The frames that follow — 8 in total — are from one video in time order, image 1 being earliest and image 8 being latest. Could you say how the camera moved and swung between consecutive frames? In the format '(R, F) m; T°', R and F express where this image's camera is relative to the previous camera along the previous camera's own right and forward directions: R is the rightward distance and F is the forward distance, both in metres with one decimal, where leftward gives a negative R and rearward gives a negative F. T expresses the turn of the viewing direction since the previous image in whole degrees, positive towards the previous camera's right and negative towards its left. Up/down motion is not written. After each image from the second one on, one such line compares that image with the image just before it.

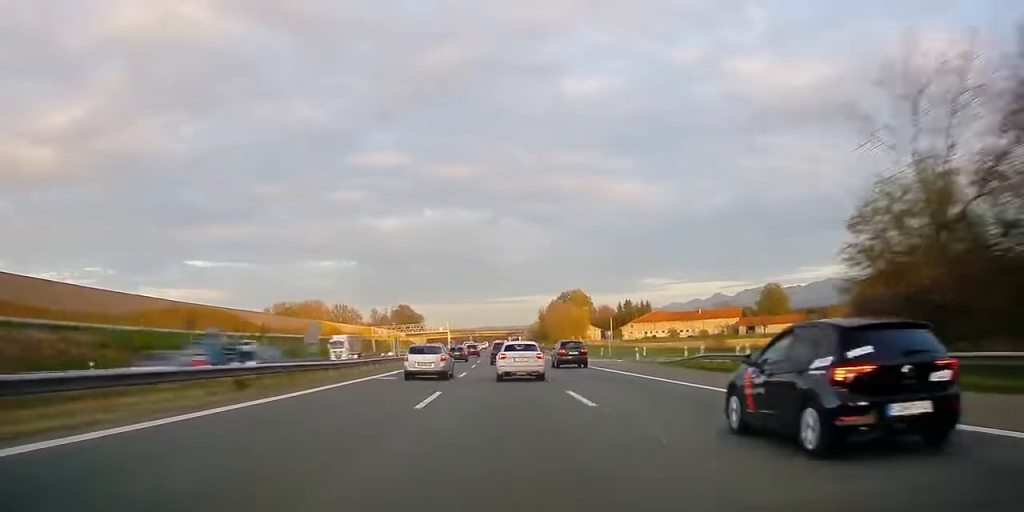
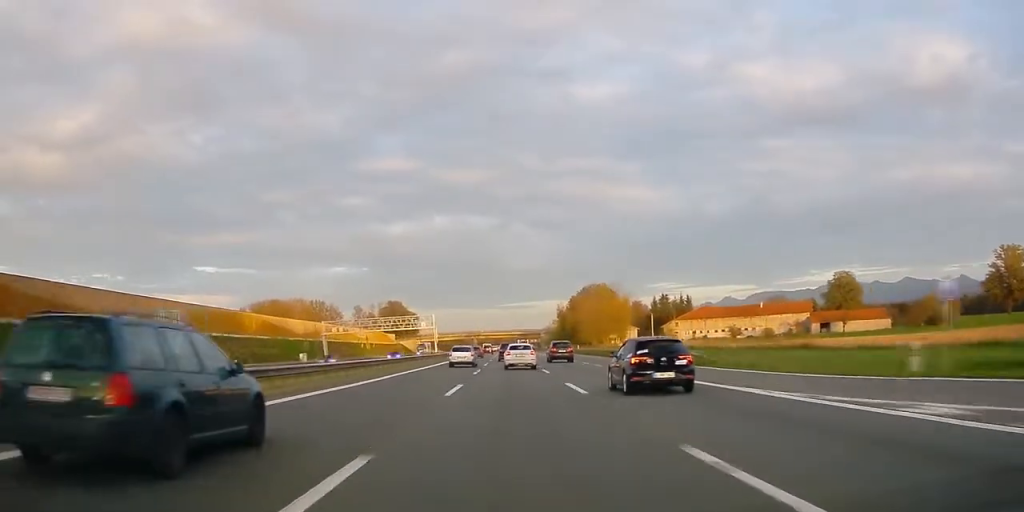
(-0.4, +75.3) m; -1°
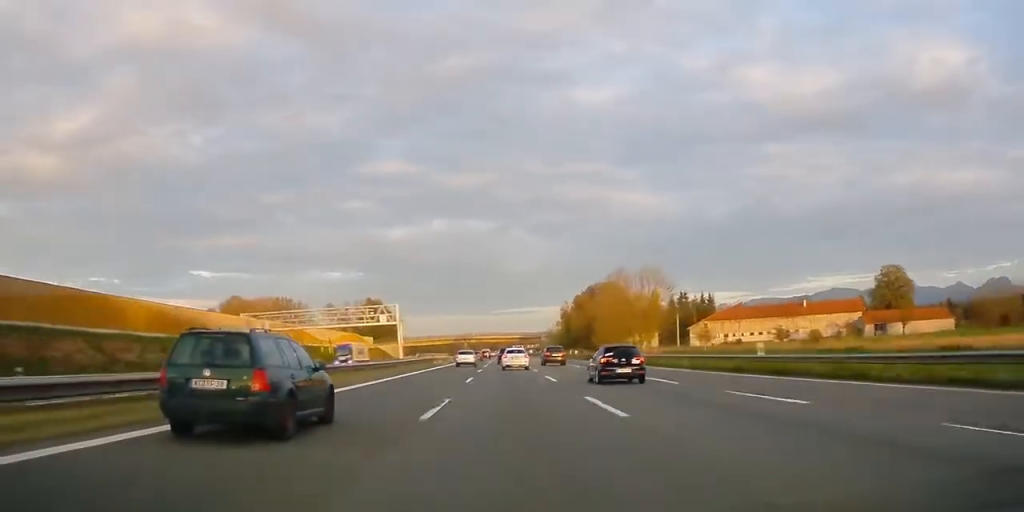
(-0.1, +47.2) m; 0°
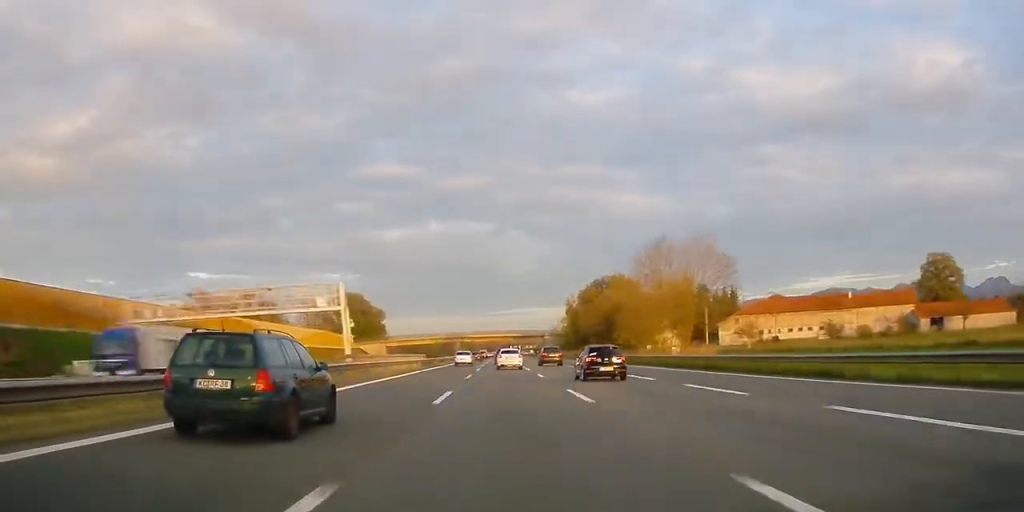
(+0.1, +33.7) m; 0°
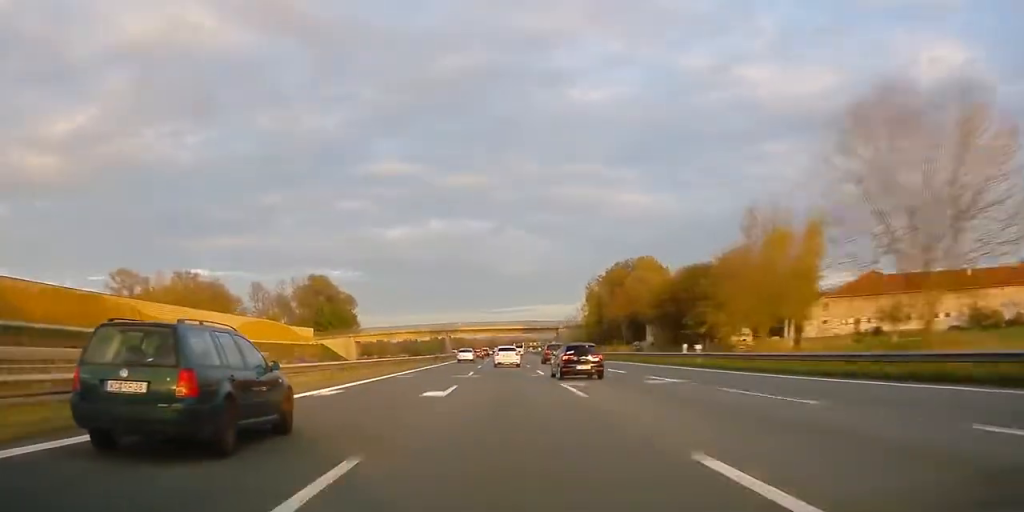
(+0.3, +51.8) m; 0°
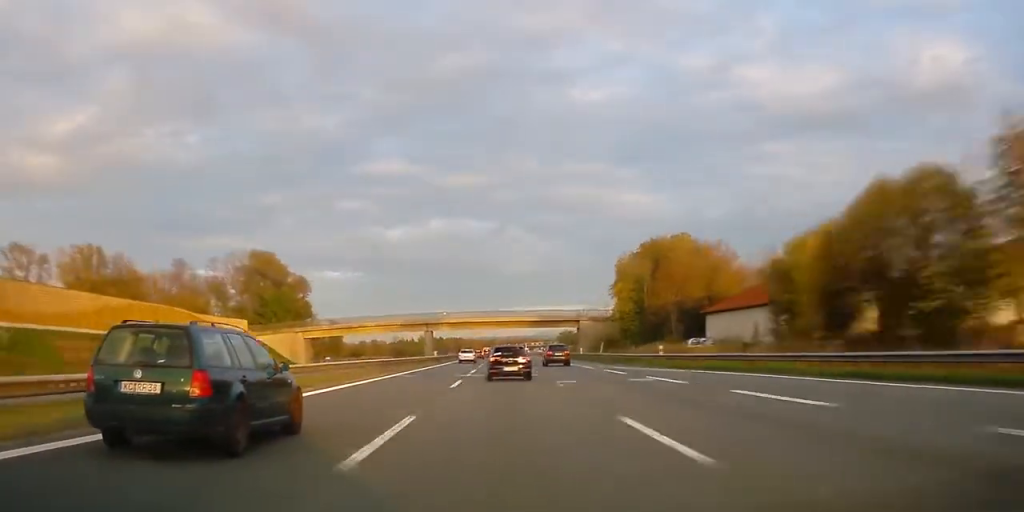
(-0.2, +47.1) m; 0°
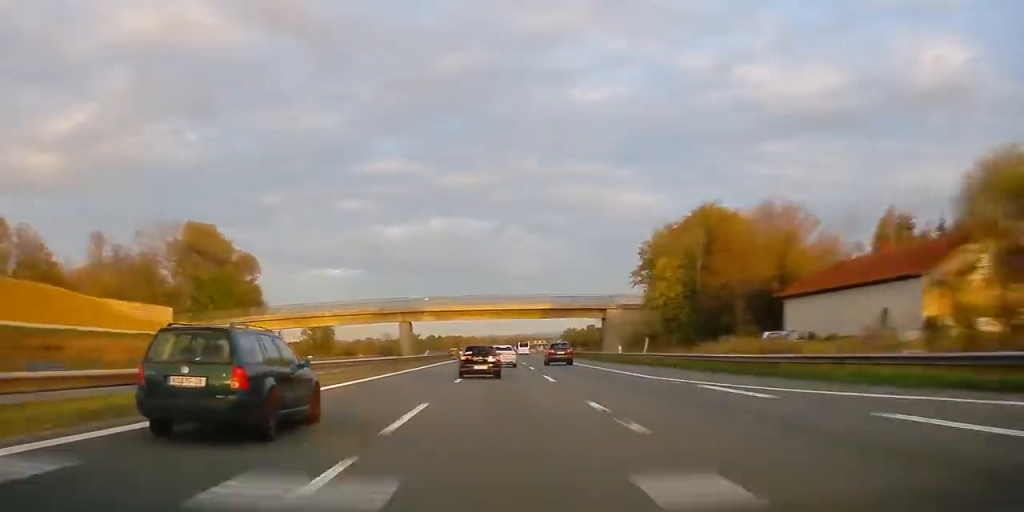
(0.0, +32.8) m; 0°
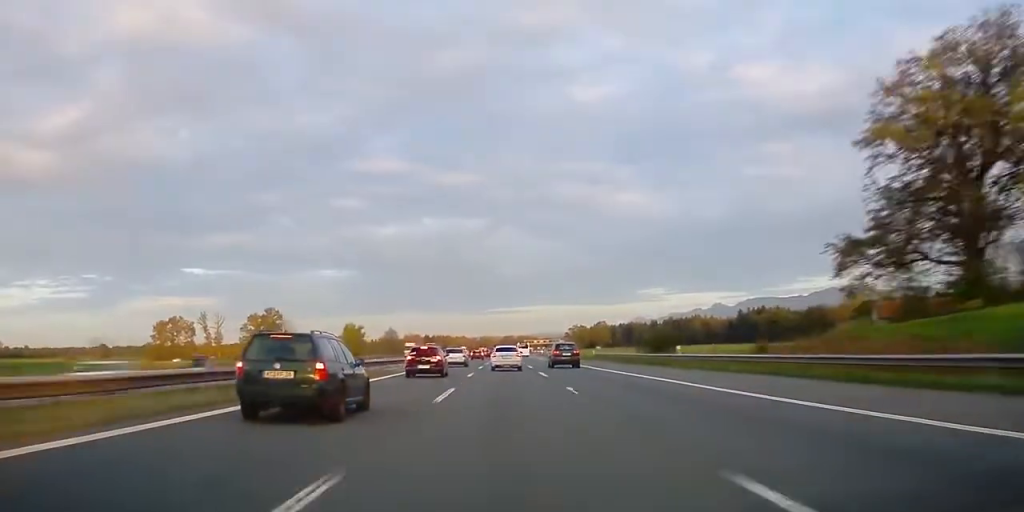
(+0.7, +119.6) m; +1°
